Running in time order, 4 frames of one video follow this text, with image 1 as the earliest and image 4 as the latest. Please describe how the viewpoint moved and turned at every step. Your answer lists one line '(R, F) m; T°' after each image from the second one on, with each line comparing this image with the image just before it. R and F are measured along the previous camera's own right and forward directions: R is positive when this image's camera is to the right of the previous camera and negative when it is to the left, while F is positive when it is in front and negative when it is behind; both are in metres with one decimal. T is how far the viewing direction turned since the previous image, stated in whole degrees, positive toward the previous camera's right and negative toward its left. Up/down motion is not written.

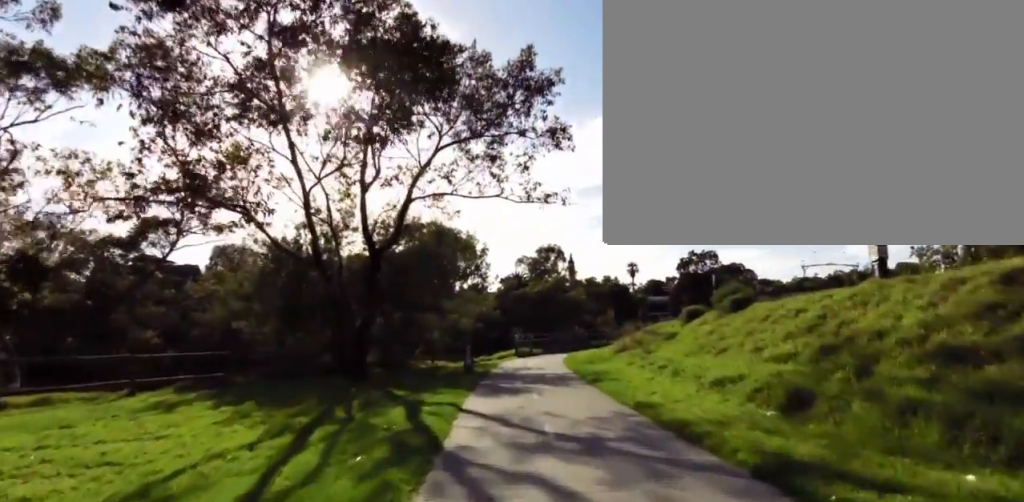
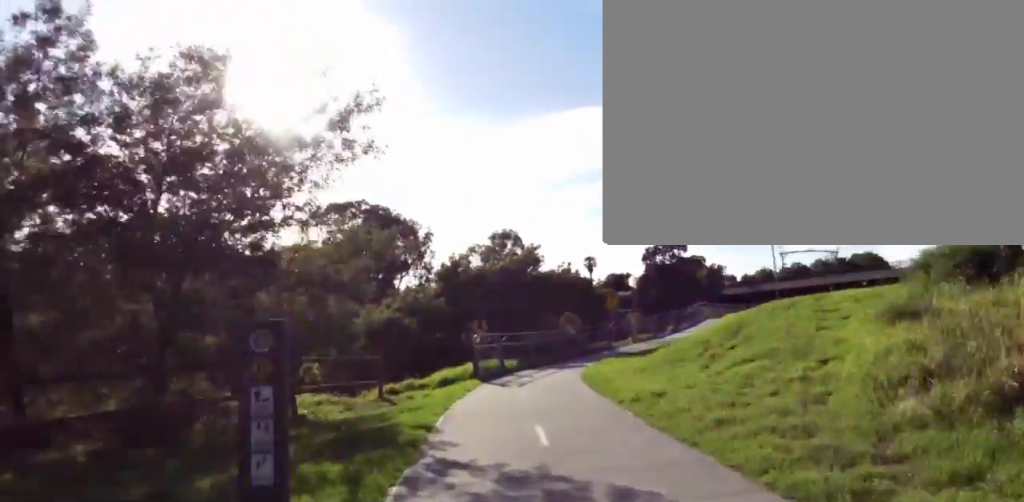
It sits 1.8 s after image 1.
(+0.2, +16.8) m; -4°
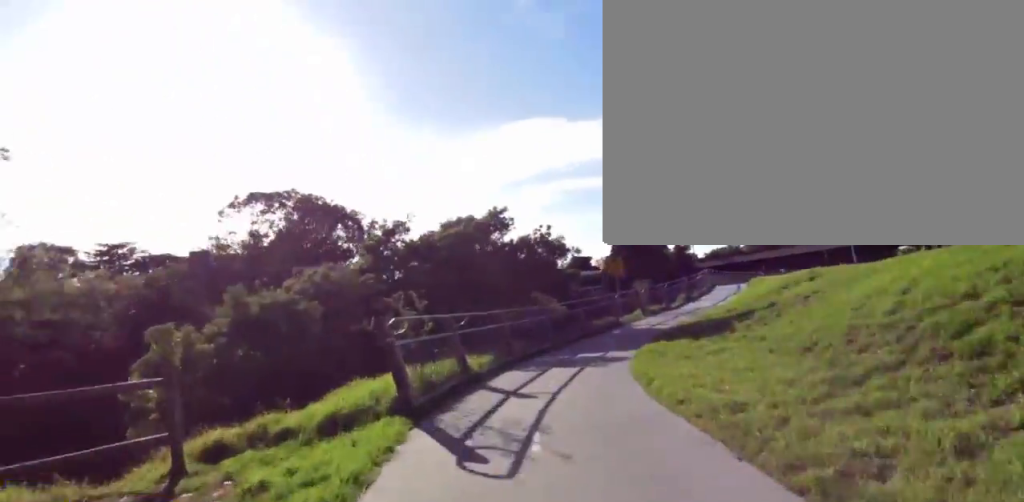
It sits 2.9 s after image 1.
(-0.2, +9.3) m; +1°
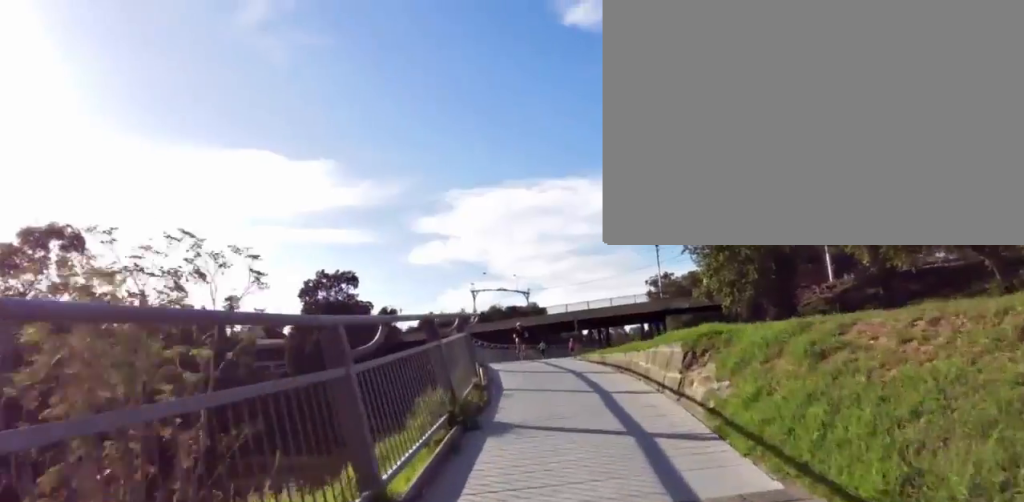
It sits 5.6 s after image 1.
(+8.1, +20.9) m; +29°
